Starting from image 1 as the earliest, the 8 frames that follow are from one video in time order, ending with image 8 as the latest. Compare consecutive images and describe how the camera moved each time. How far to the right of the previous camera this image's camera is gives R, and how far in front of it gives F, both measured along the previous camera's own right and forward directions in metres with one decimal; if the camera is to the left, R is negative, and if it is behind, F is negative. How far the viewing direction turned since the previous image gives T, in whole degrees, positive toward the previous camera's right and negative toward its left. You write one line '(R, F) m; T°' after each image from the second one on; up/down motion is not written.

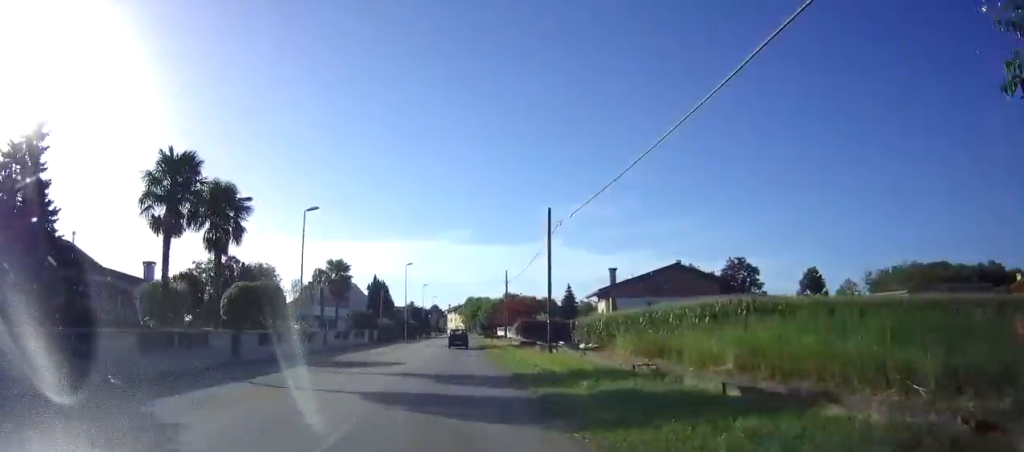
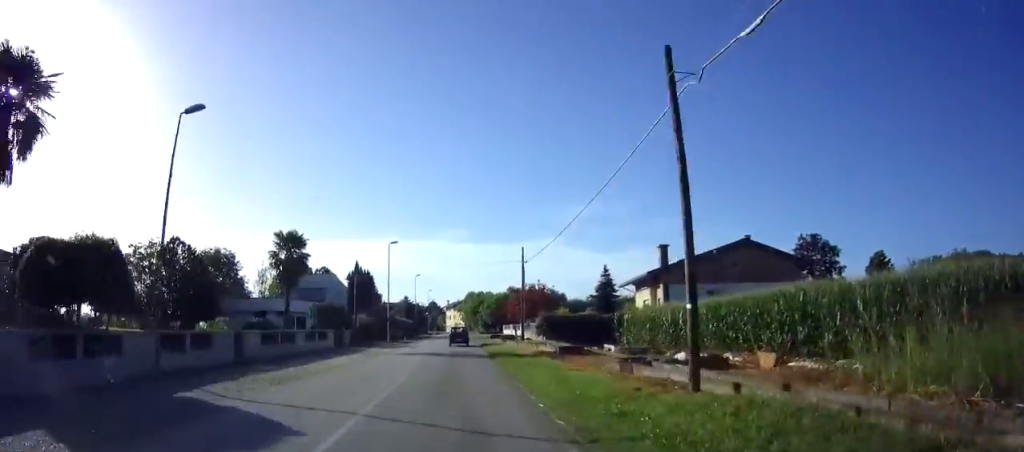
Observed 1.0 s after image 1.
(+0.3, +13.9) m; +1°
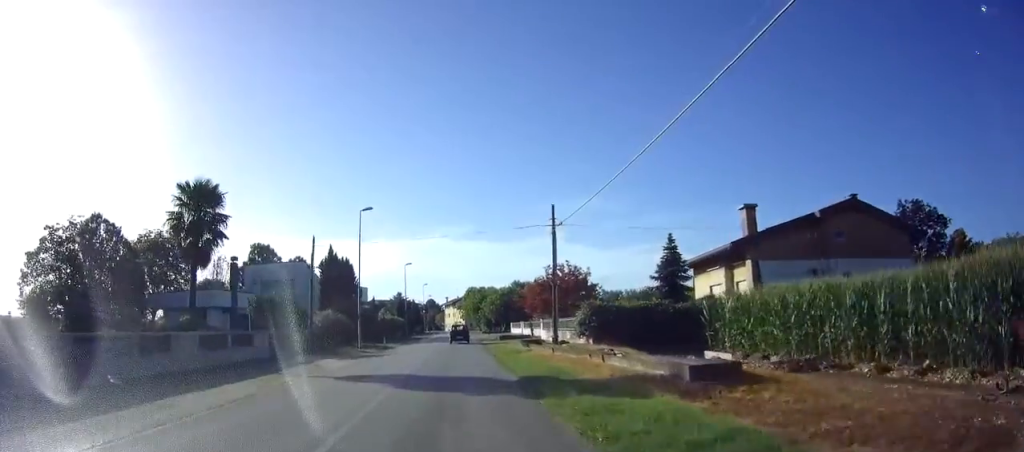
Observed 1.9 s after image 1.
(-0.1, +13.8) m; -1°
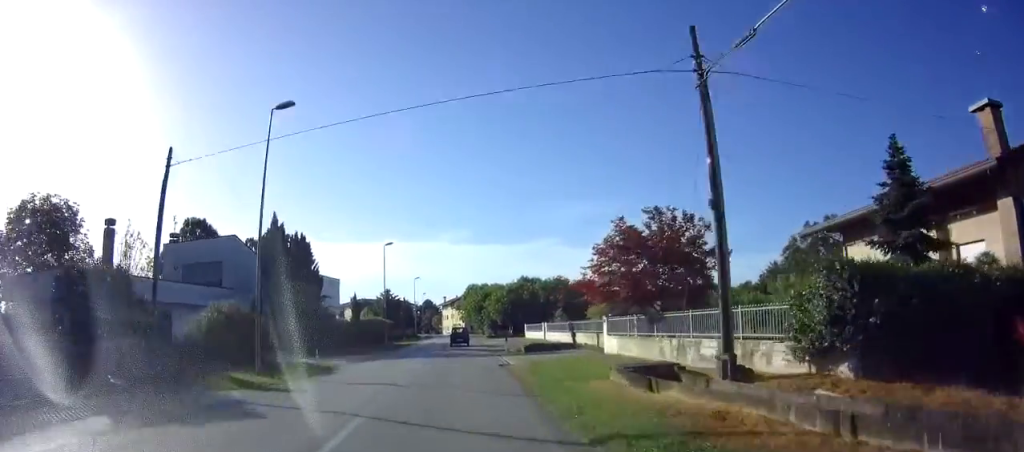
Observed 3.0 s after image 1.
(-0.2, +16.9) m; 0°
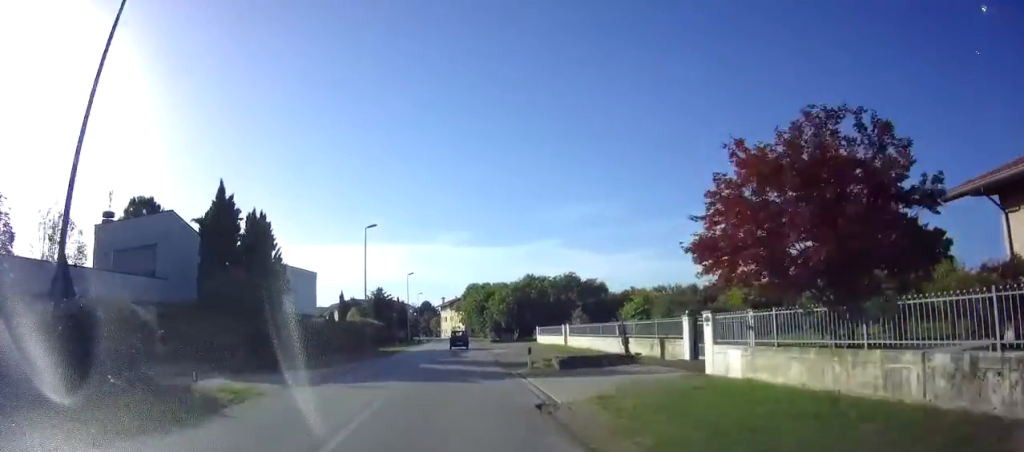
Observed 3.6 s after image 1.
(+0.1, +9.0) m; 0°
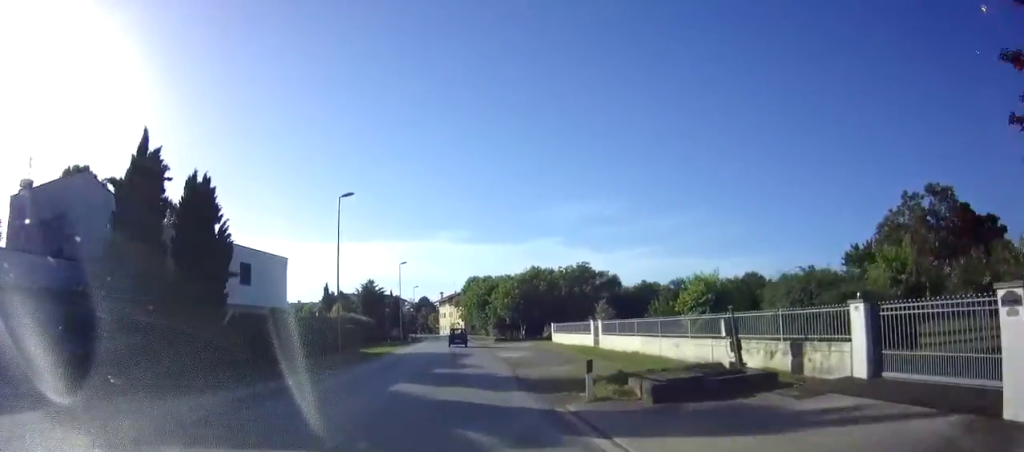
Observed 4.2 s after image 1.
(+0.1, +8.1) m; 0°
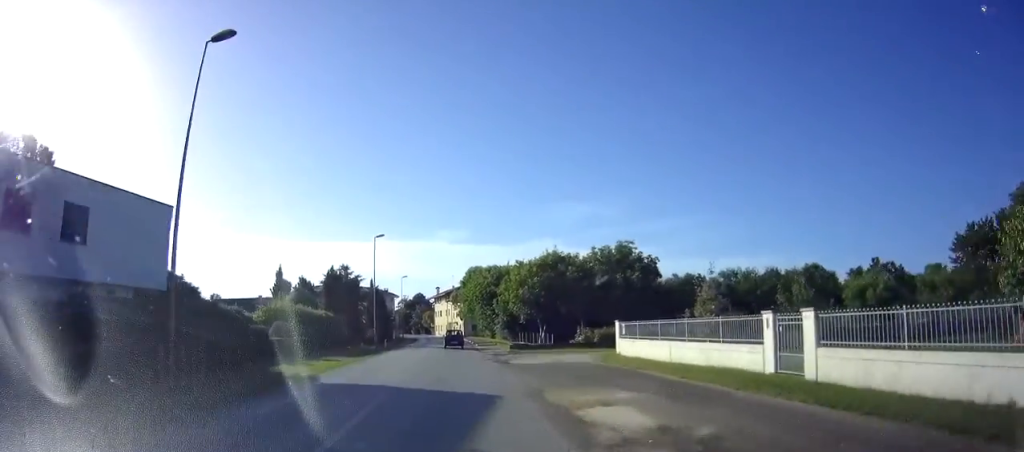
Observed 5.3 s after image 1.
(0.0, +17.1) m; +1°
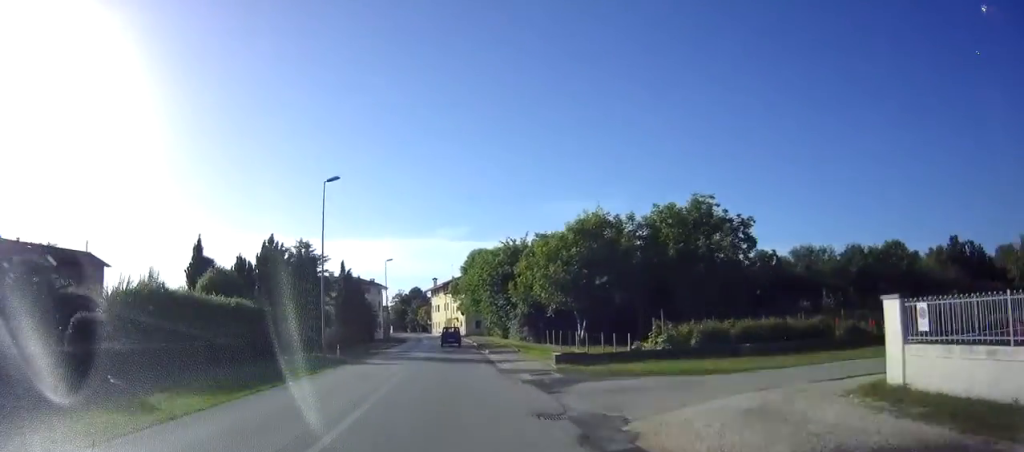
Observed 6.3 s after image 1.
(+0.1, +17.0) m; 0°
